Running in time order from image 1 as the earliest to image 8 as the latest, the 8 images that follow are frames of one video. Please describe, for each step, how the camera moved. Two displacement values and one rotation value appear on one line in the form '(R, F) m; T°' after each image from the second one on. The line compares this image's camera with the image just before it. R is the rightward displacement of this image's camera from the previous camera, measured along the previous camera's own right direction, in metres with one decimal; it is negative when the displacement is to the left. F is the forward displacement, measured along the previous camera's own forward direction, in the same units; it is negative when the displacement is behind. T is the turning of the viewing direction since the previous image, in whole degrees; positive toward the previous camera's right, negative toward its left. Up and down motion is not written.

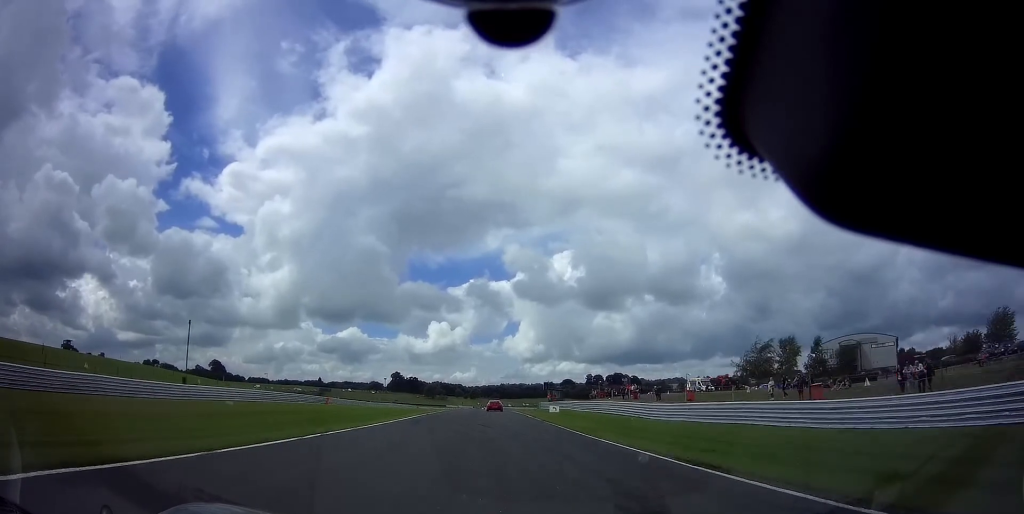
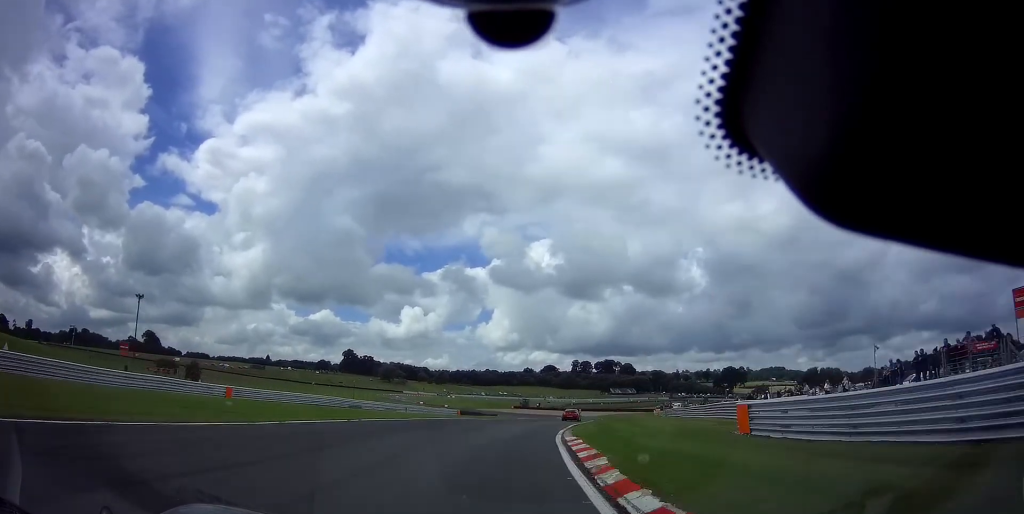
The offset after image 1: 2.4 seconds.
(+1.6, +89.5) m; +5°
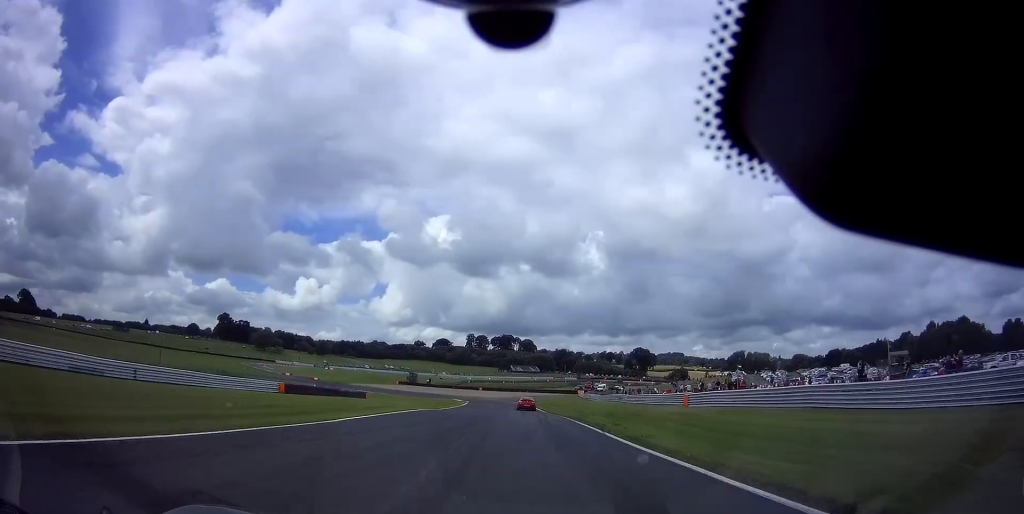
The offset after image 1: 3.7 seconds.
(+3.1, +44.3) m; +8°
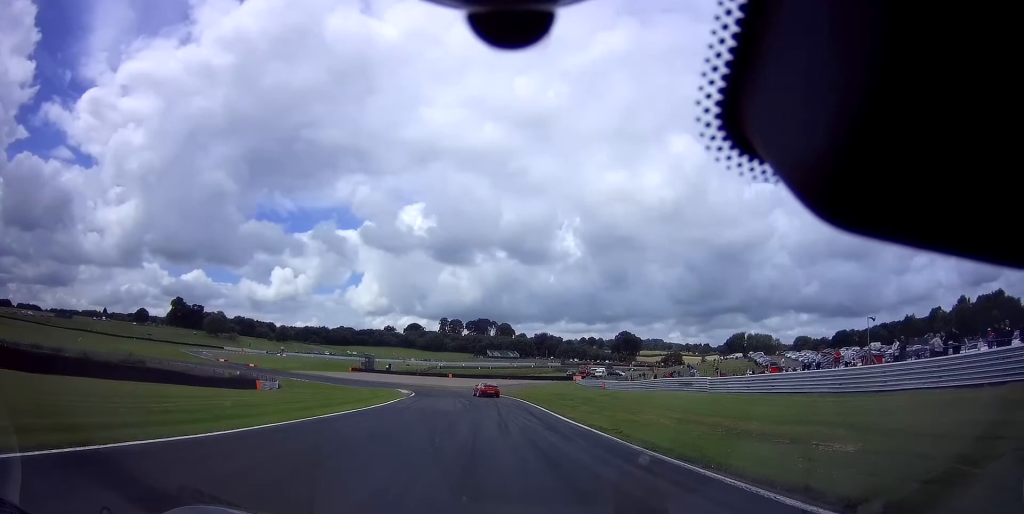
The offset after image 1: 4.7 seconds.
(+2.2, +34.5) m; +3°
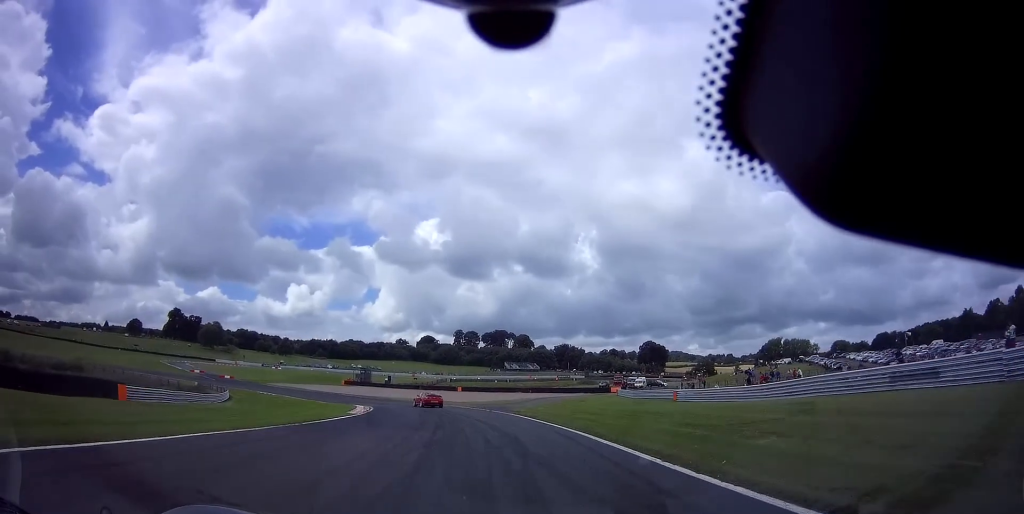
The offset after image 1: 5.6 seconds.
(0.0, +25.3) m; -3°
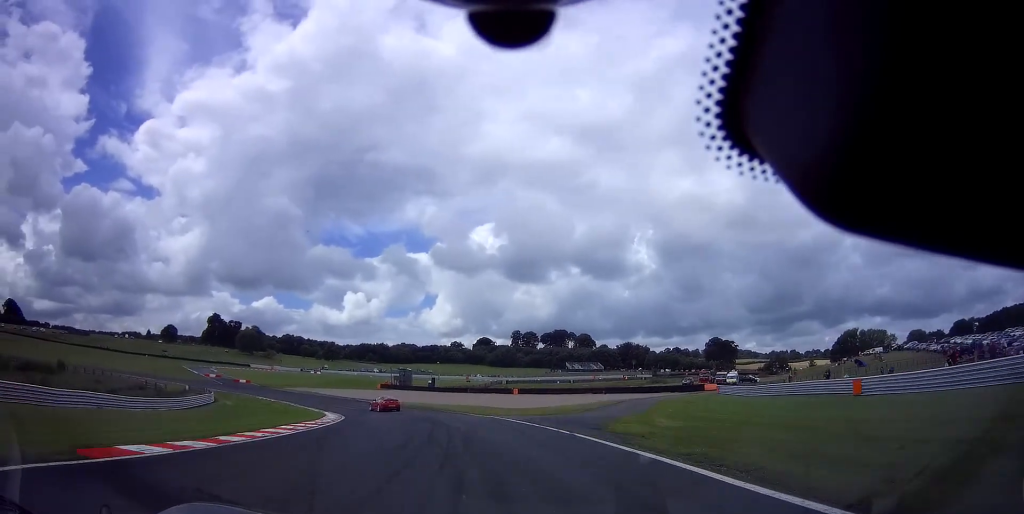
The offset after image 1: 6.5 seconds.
(-0.8, +21.1) m; -6°
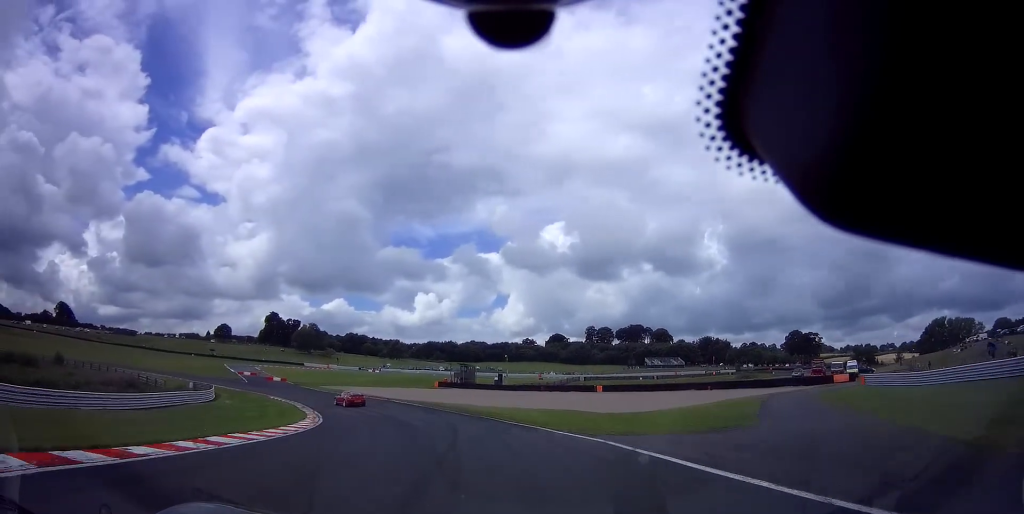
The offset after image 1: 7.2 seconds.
(-1.3, +17.2) m; -9°
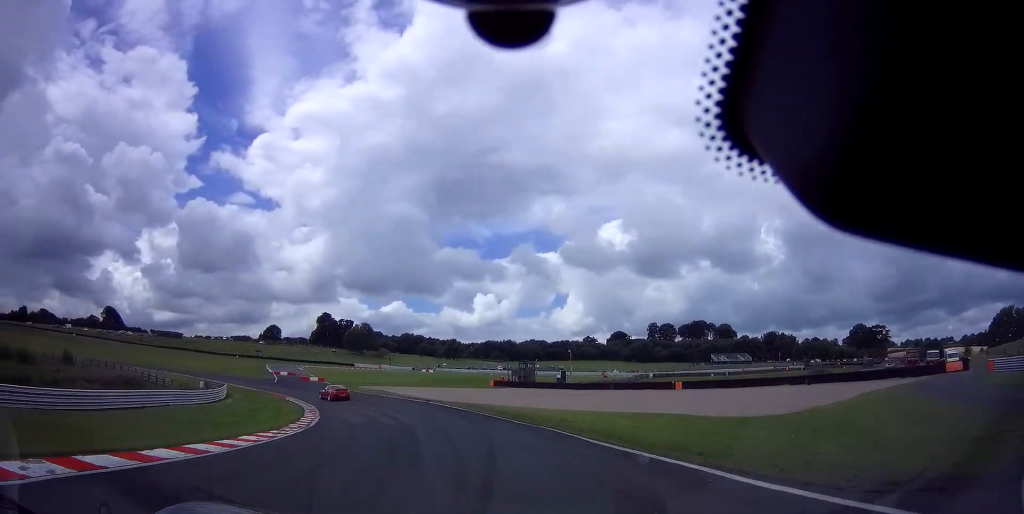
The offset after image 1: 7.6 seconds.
(+0.2, +10.6) m; -6°
